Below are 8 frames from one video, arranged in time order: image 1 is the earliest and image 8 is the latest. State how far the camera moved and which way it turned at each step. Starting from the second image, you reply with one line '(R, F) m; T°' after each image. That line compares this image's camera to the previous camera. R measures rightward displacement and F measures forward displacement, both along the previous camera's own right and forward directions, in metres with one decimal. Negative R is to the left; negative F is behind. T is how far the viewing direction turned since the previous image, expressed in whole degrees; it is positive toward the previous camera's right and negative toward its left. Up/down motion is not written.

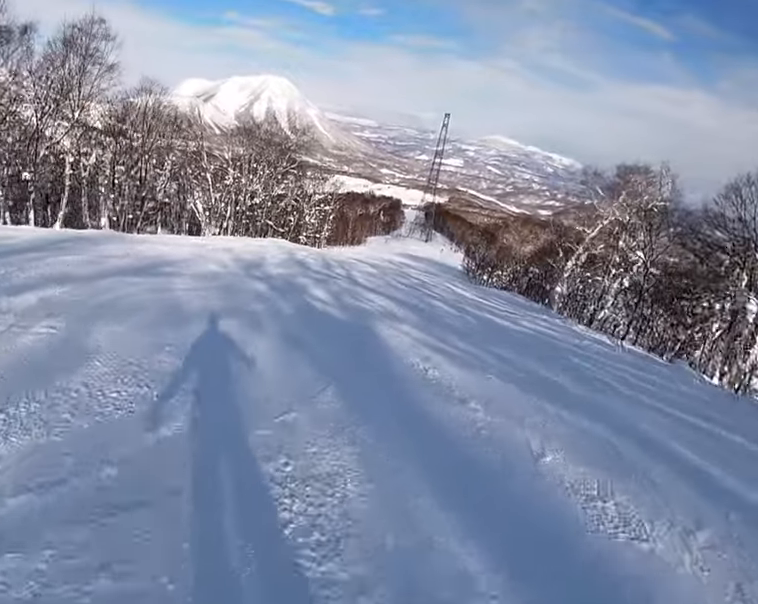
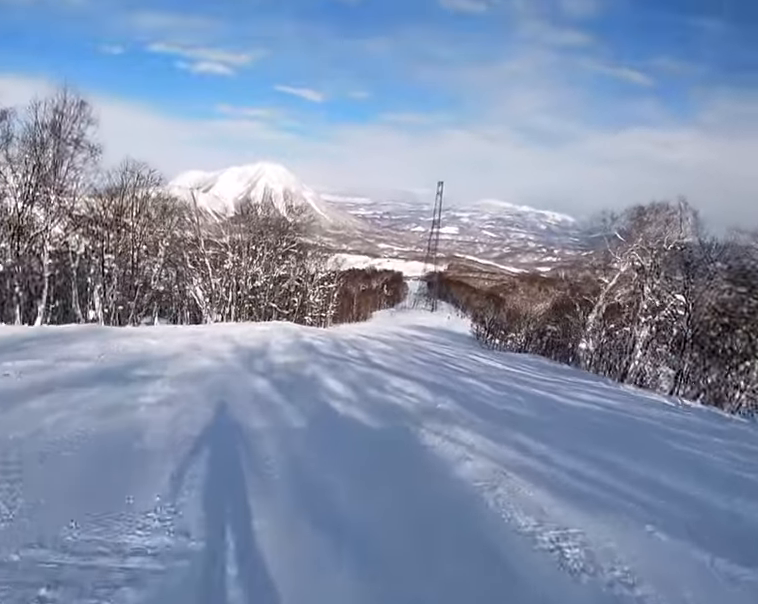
(-0.1, +3.6) m; -7°
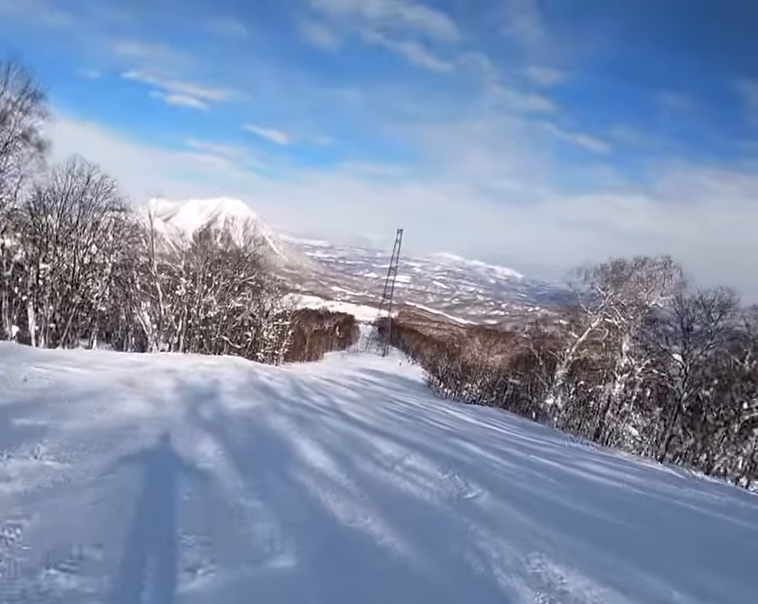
(-0.4, +3.9) m; 0°
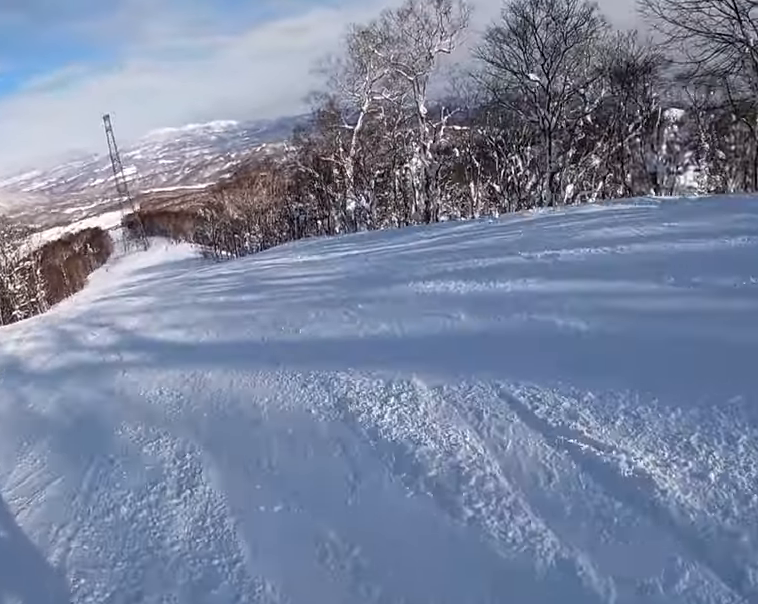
(+0.2, +9.1) m; +12°
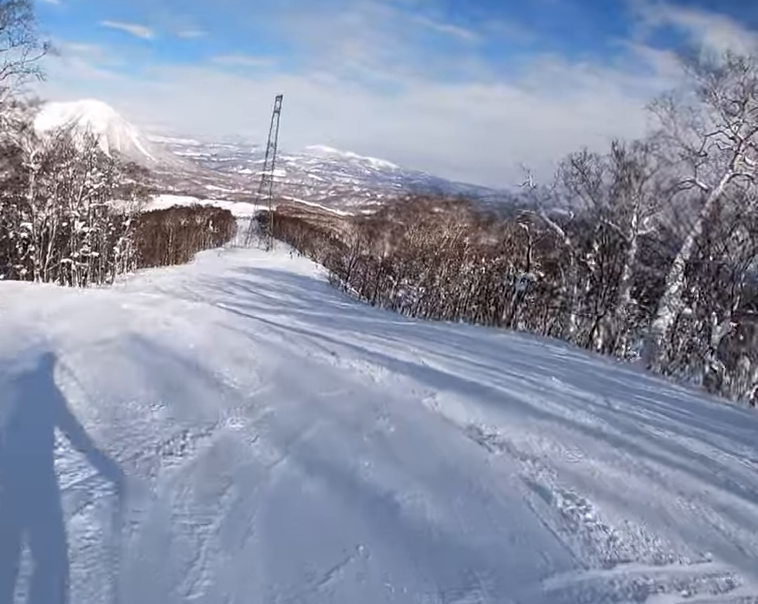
(+0.2, +22.2) m; -5°
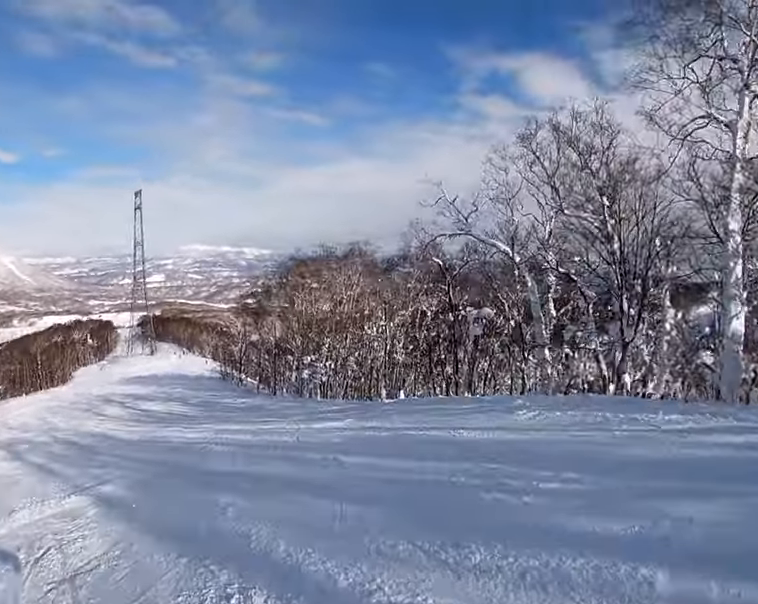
(+2.3, +10.9) m; +21°
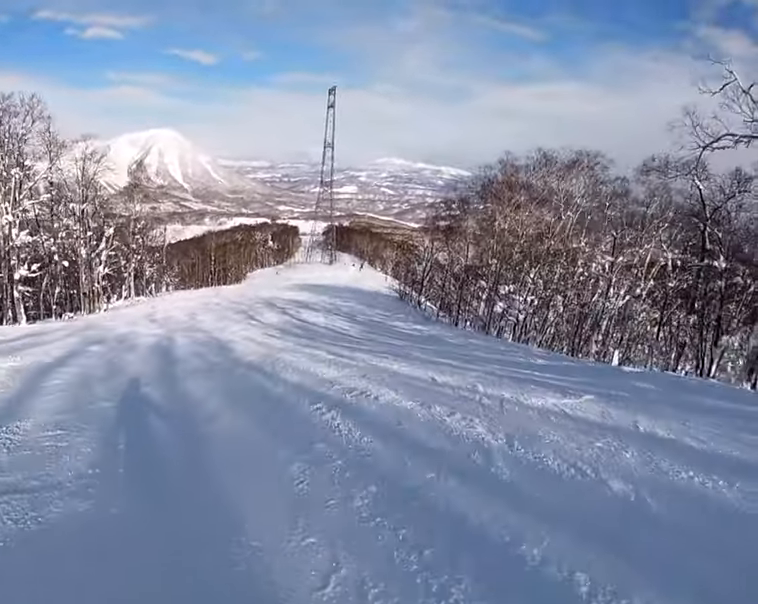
(0.0, +7.0) m; -17°
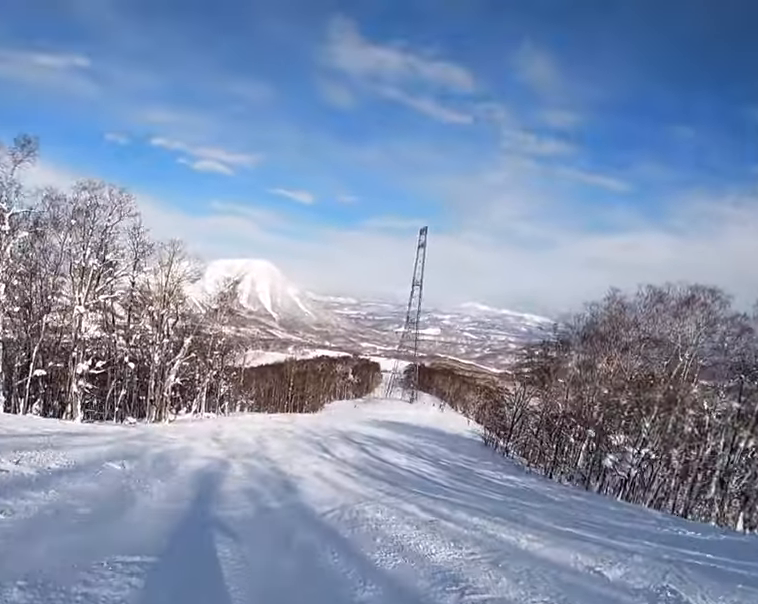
(-0.9, +3.9) m; -7°
